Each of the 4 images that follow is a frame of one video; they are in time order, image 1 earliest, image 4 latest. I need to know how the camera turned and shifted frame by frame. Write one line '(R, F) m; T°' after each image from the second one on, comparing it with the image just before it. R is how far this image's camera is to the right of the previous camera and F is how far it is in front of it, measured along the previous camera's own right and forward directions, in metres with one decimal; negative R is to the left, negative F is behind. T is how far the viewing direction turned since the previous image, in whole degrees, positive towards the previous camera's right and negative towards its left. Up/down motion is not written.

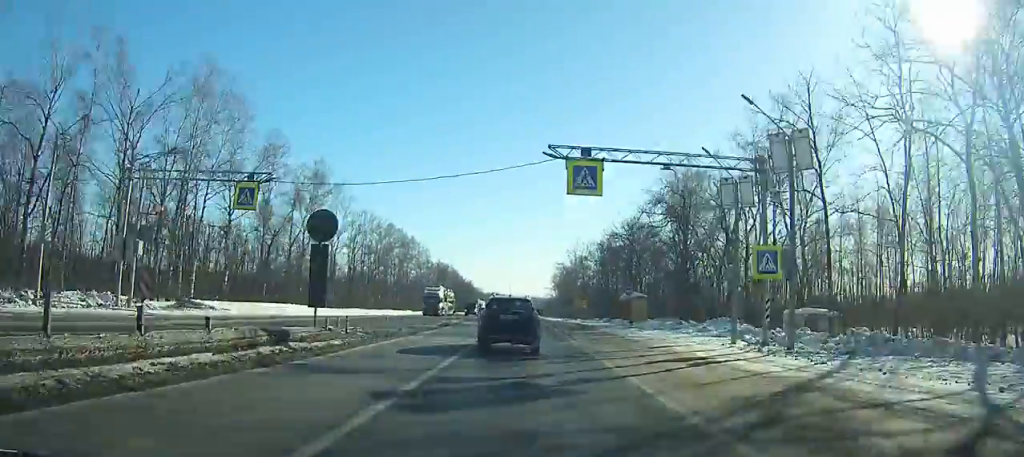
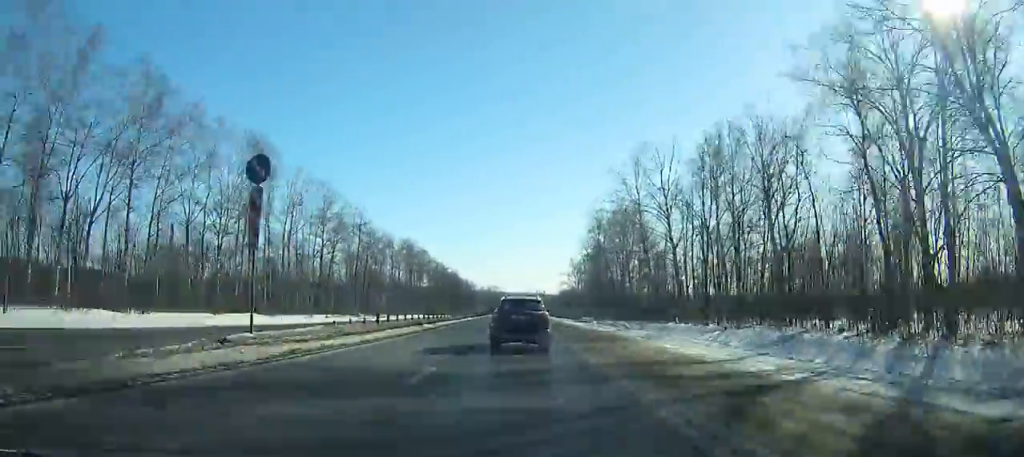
(-3.4, +105.6) m; -2°
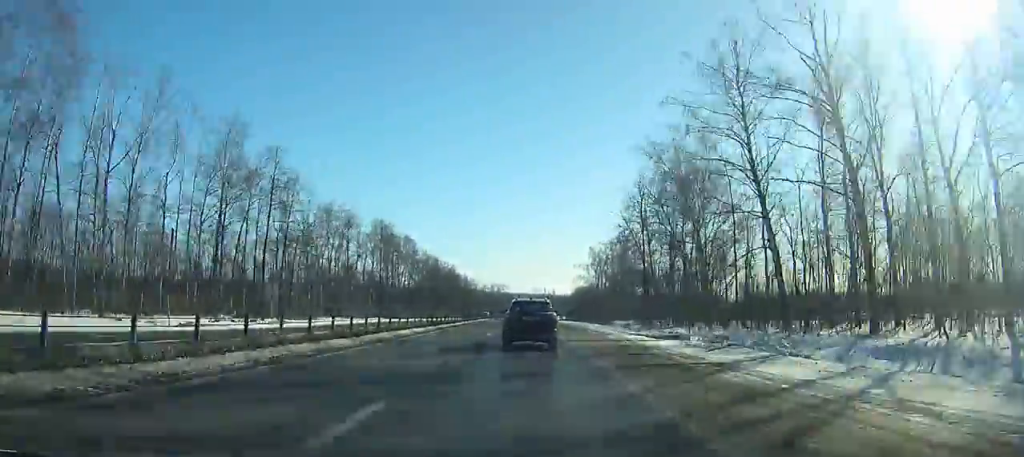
(-0.2, +40.7) m; 0°
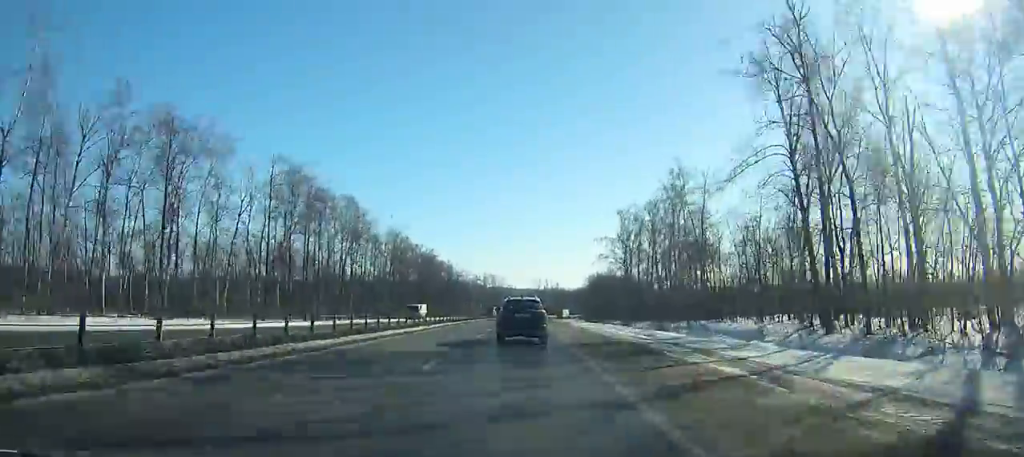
(-0.3, +53.1) m; 0°
